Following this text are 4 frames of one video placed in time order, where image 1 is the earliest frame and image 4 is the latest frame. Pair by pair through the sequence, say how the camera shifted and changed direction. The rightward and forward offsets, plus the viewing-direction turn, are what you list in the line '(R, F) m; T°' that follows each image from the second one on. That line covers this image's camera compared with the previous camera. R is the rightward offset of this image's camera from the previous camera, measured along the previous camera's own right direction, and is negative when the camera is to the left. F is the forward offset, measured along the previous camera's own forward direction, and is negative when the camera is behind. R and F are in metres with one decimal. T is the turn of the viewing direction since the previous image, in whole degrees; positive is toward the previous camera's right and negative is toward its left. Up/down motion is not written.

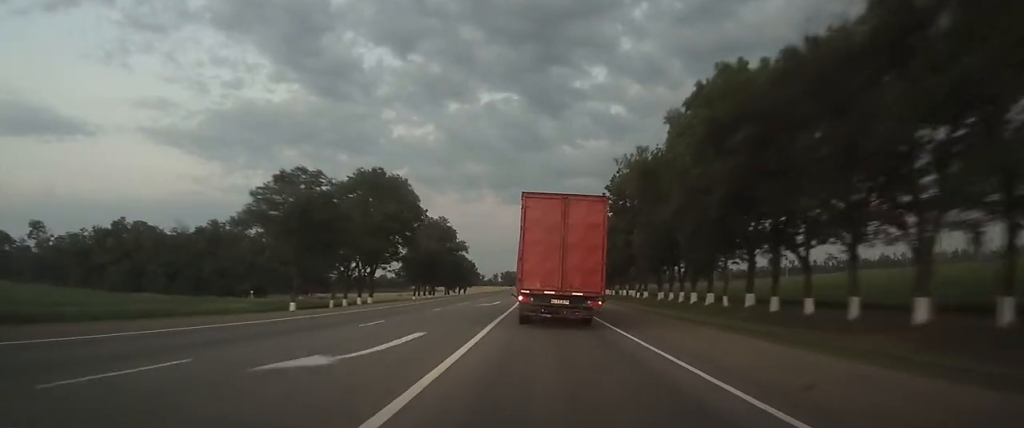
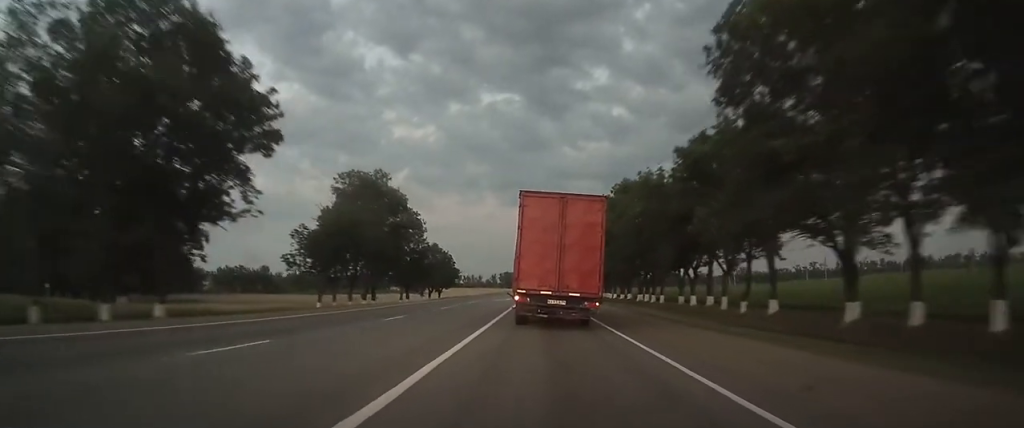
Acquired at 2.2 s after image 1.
(0.0, +44.4) m; 0°
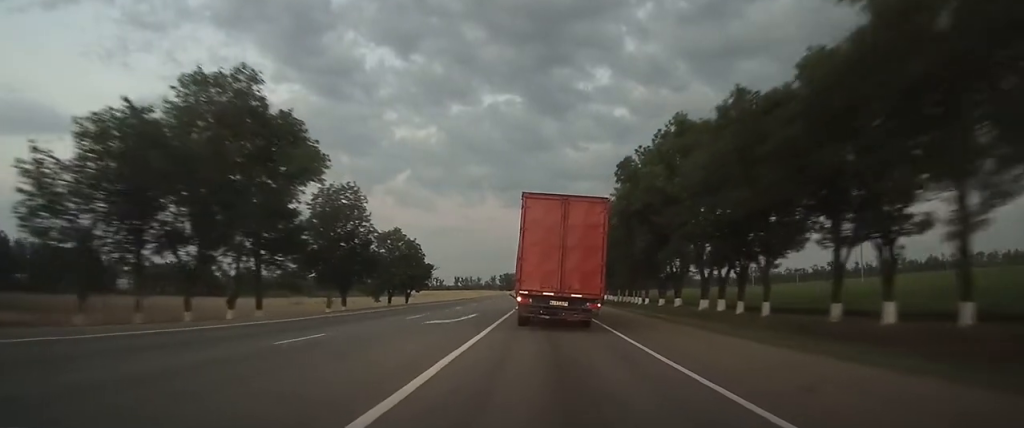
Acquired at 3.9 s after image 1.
(0.0, +32.8) m; 0°
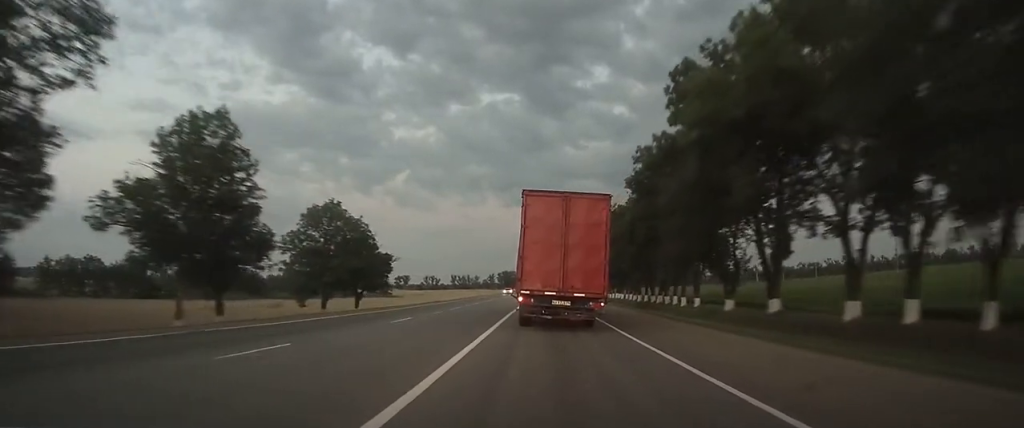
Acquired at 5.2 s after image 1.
(-0.1, +26.2) m; 0°
